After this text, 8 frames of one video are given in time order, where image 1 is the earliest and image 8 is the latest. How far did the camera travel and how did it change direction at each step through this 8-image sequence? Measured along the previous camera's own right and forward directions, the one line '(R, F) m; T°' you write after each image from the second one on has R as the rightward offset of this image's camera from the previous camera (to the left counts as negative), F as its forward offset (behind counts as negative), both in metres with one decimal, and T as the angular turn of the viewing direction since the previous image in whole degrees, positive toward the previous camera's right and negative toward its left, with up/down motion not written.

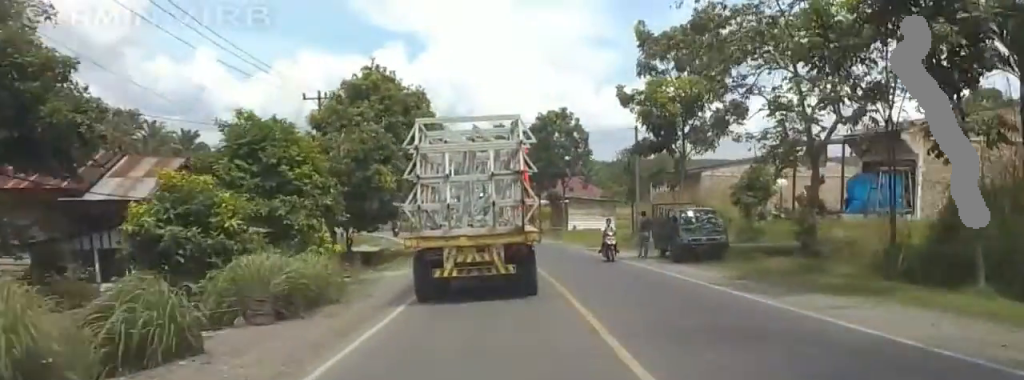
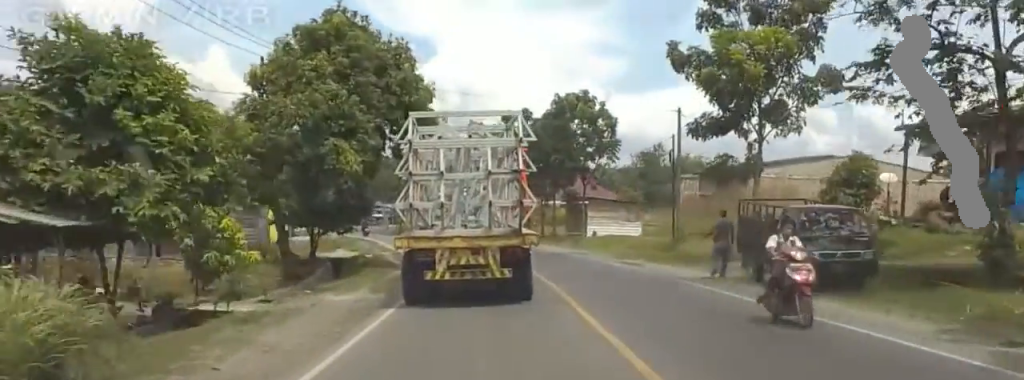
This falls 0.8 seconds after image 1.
(+0.3, +8.4) m; +2°
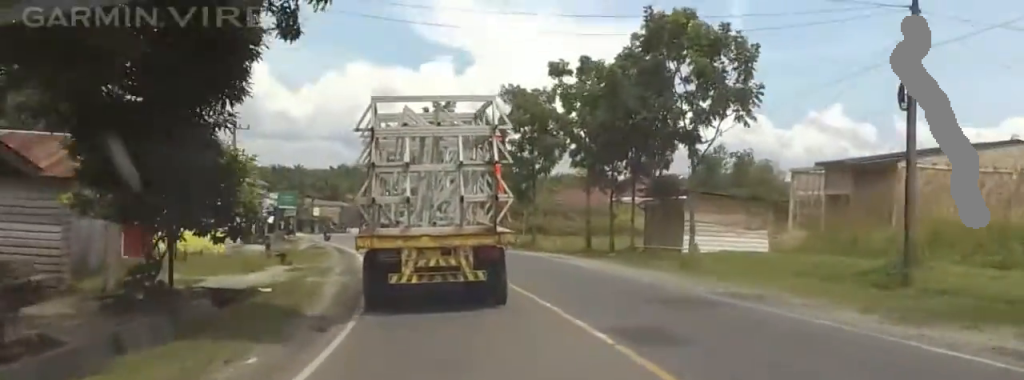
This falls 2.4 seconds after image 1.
(+0.2, +16.9) m; +10°
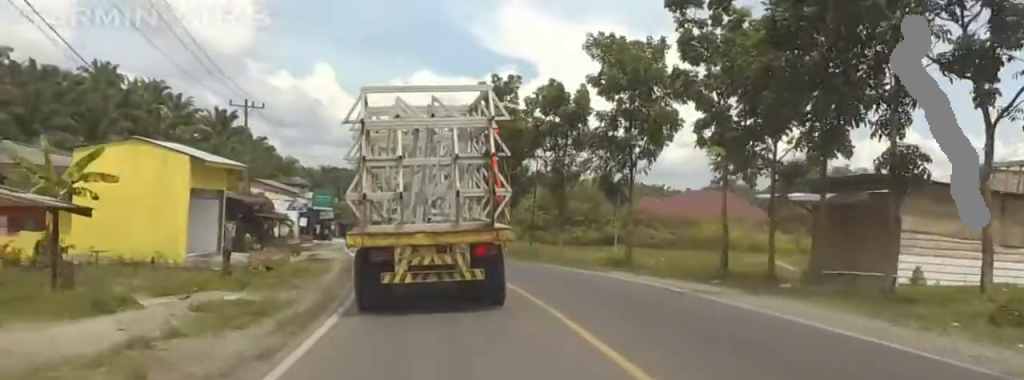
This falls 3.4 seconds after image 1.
(+1.8, +12.1) m; +8°
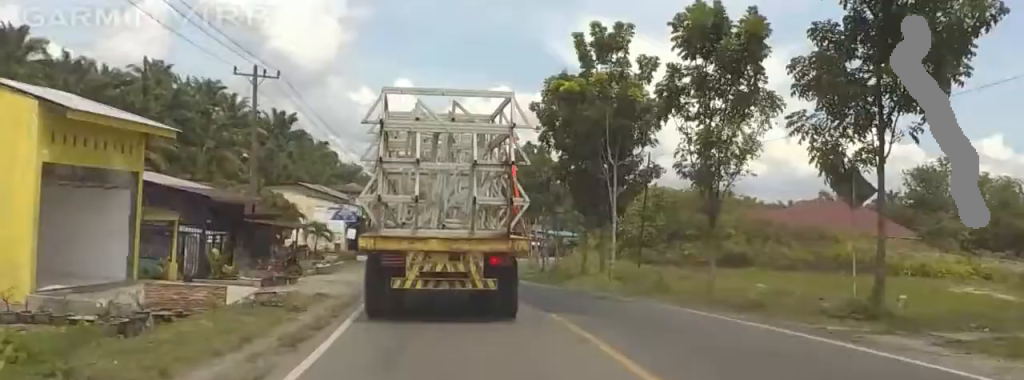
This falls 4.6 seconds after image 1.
(0.0, +13.8) m; +2°
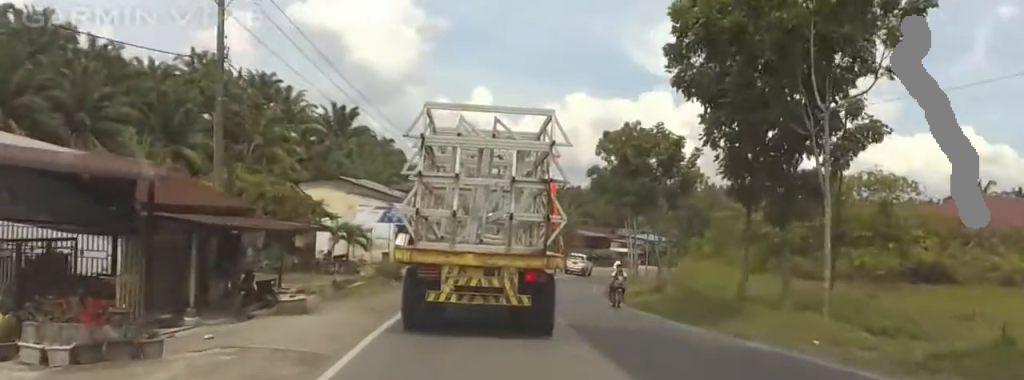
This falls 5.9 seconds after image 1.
(+0.9, +14.4) m; +8°
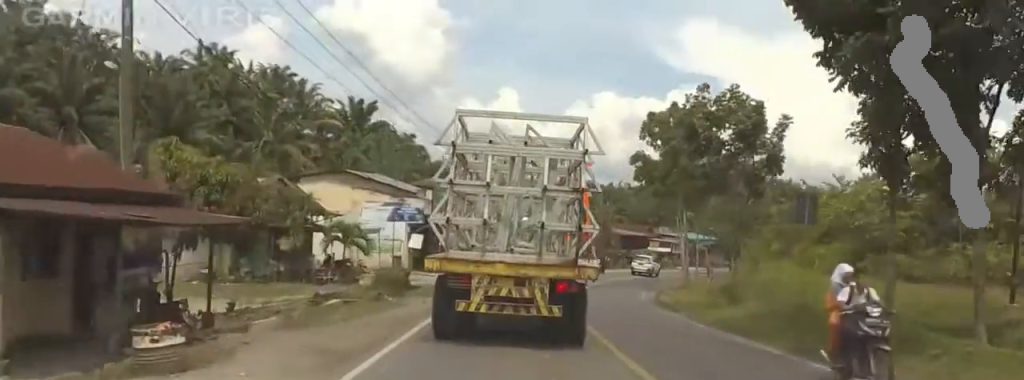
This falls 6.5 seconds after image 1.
(+0.4, +7.6) m; +3°
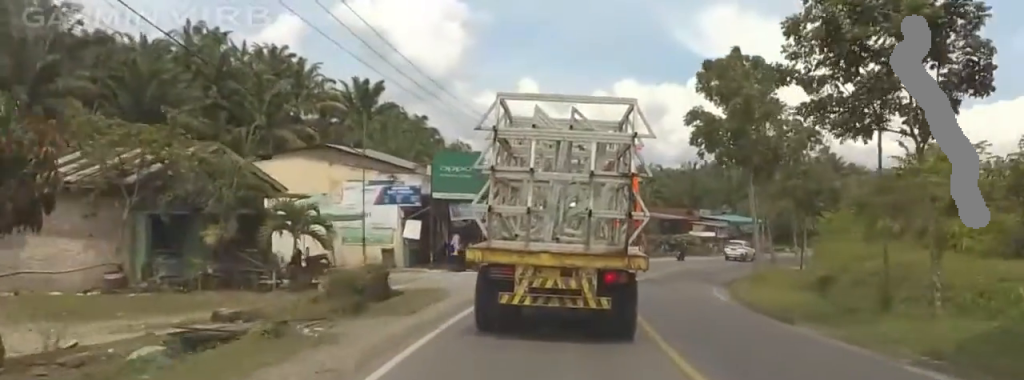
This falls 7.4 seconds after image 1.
(0.0, +10.0) m; -1°
